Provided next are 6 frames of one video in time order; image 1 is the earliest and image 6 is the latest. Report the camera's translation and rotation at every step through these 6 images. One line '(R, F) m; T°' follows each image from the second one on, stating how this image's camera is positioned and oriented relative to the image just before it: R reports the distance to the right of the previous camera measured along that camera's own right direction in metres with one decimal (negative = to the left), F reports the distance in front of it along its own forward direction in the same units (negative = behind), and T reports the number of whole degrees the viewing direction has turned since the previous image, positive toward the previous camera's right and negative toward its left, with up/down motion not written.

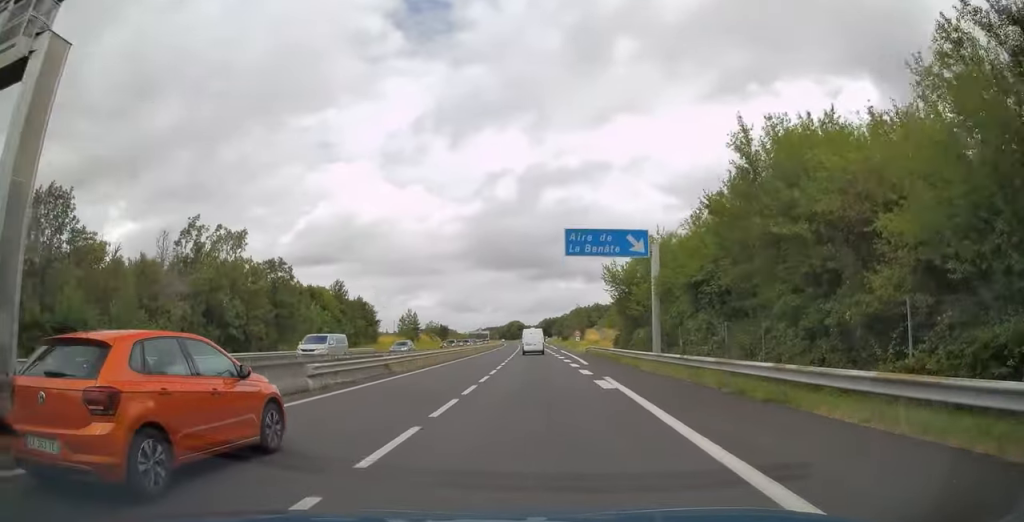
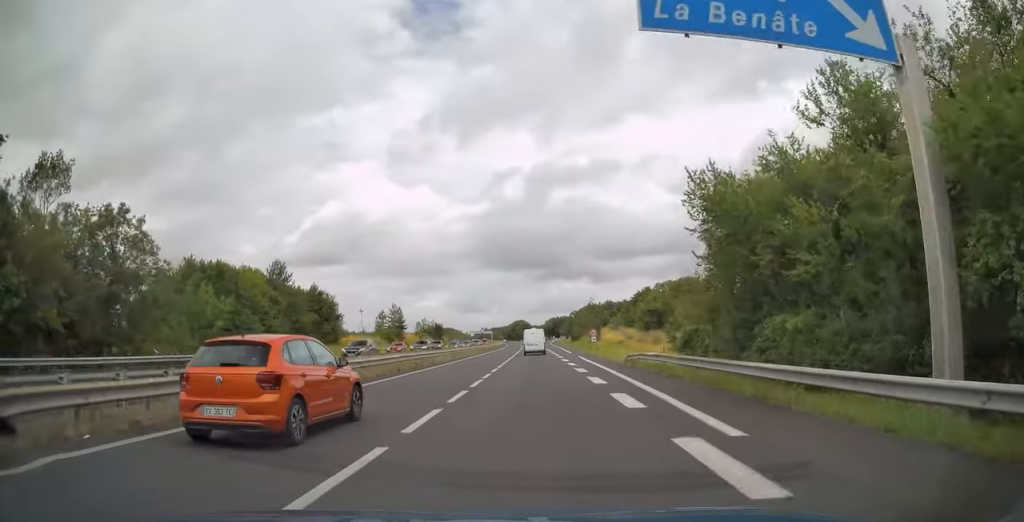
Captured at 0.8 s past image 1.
(-0.2, +24.1) m; -1°
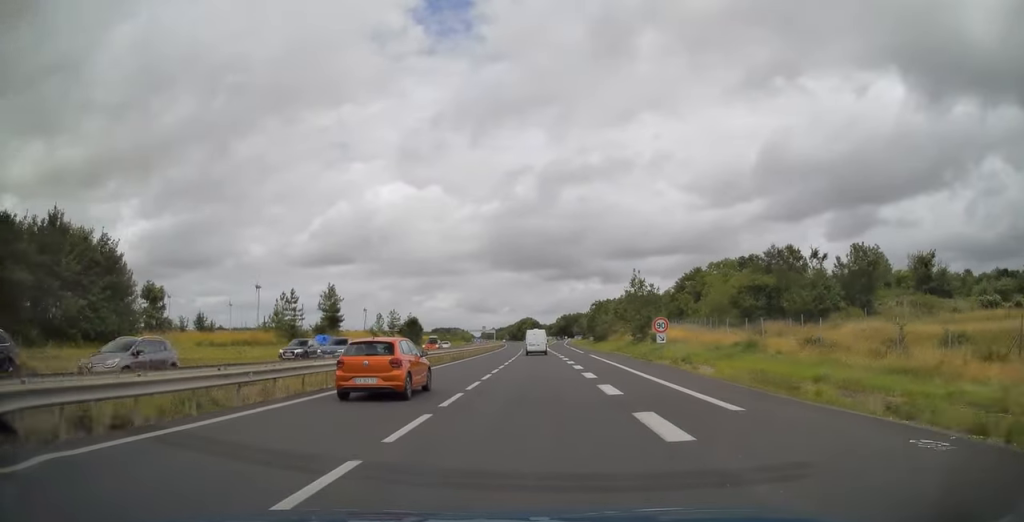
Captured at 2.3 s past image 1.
(-0.5, +49.3) m; -1°
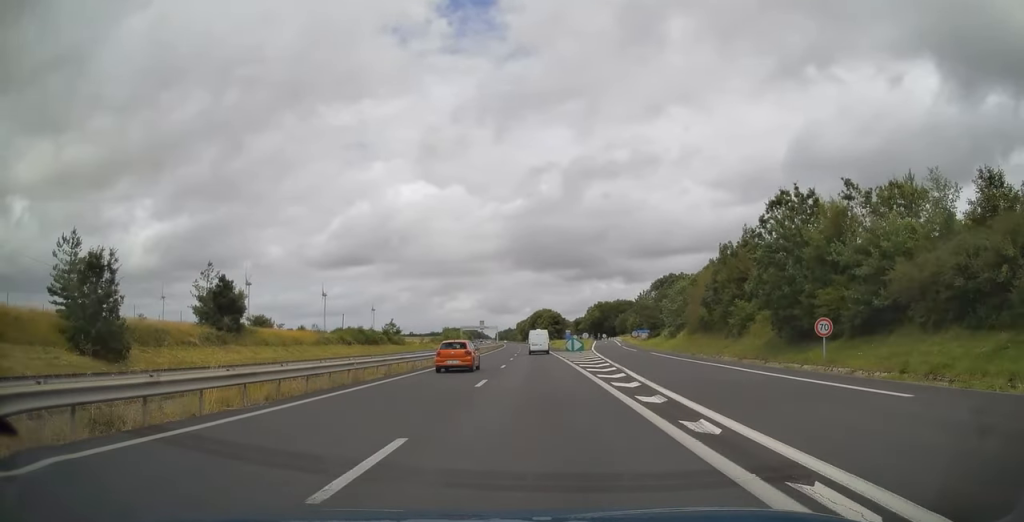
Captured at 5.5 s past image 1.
(-1.6, +104.2) m; -2°
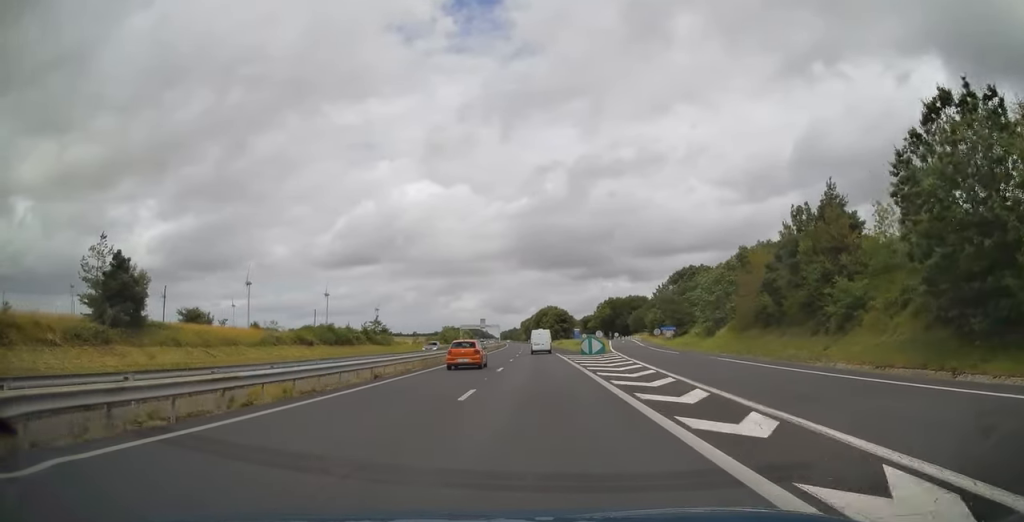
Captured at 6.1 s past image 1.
(0.0, +17.2) m; 0°
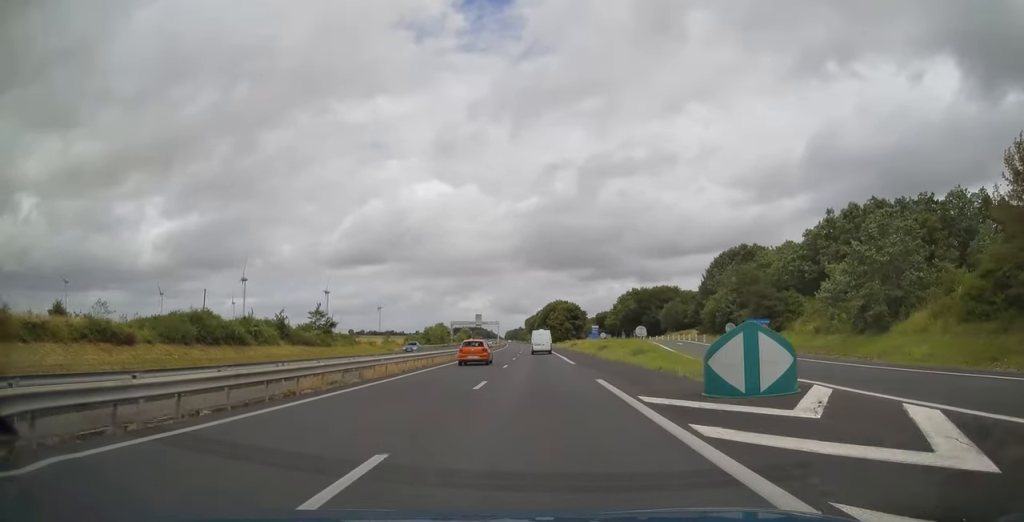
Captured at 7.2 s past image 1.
(-0.2, +36.0) m; 0°
